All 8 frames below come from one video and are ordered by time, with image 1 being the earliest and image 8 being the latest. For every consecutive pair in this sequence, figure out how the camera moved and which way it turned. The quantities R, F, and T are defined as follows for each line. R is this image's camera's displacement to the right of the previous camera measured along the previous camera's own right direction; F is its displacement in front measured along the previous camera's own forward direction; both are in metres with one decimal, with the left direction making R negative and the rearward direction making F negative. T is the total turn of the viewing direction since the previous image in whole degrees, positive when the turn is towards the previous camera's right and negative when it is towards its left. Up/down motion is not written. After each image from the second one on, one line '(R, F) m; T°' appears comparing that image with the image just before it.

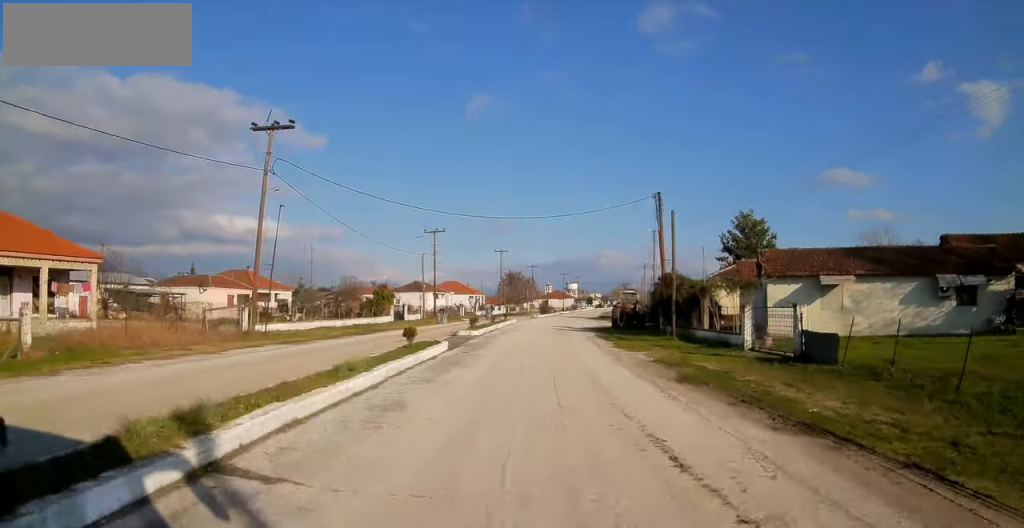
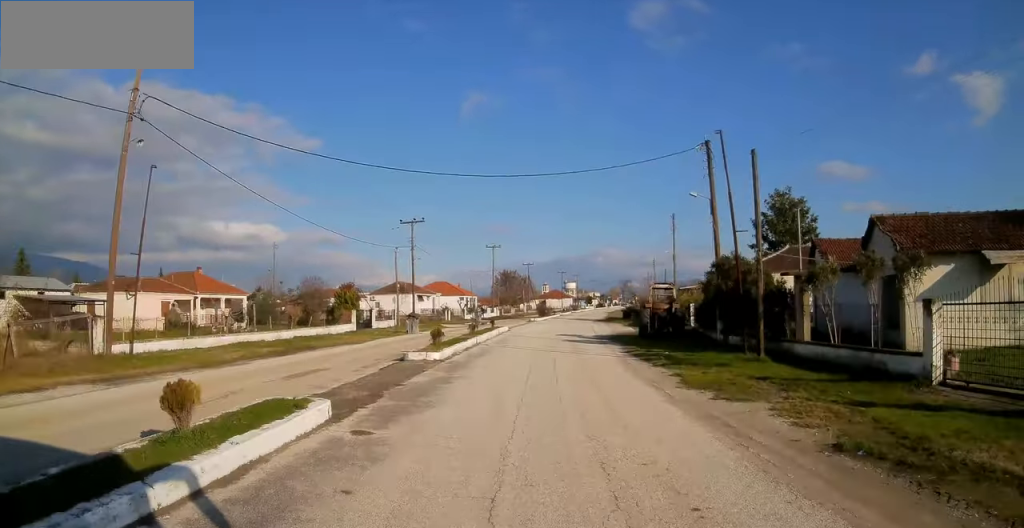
(+0.2, +11.4) m; +2°
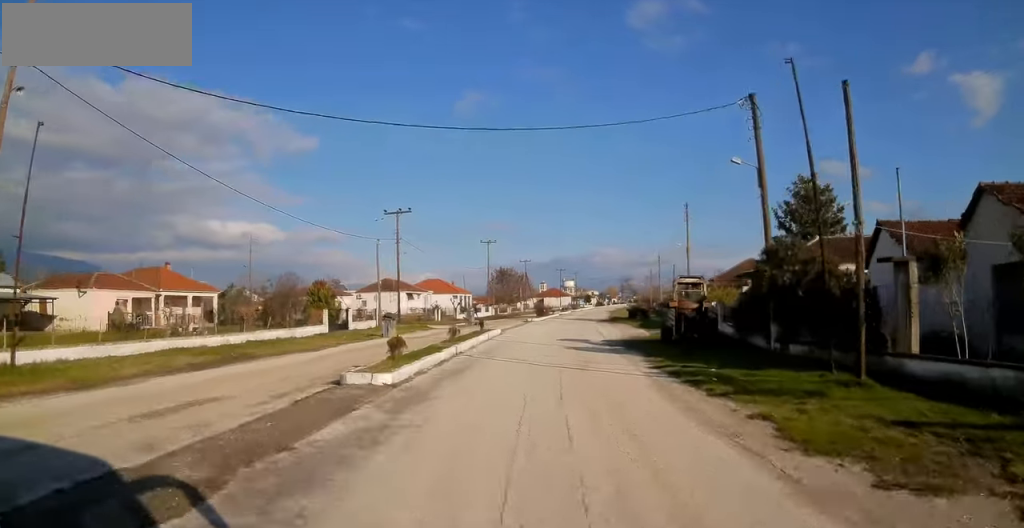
(0.0, +5.9) m; +1°
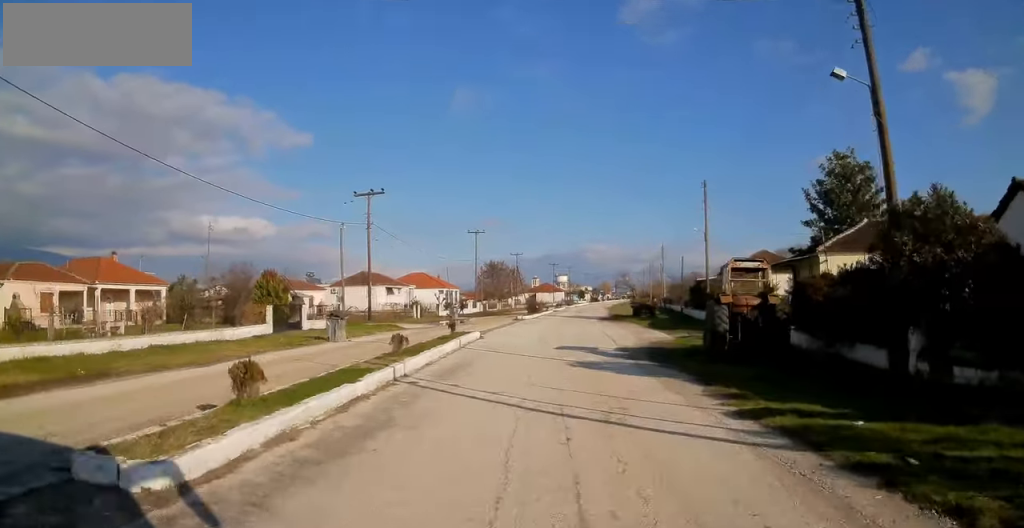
(0.0, +7.7) m; +2°
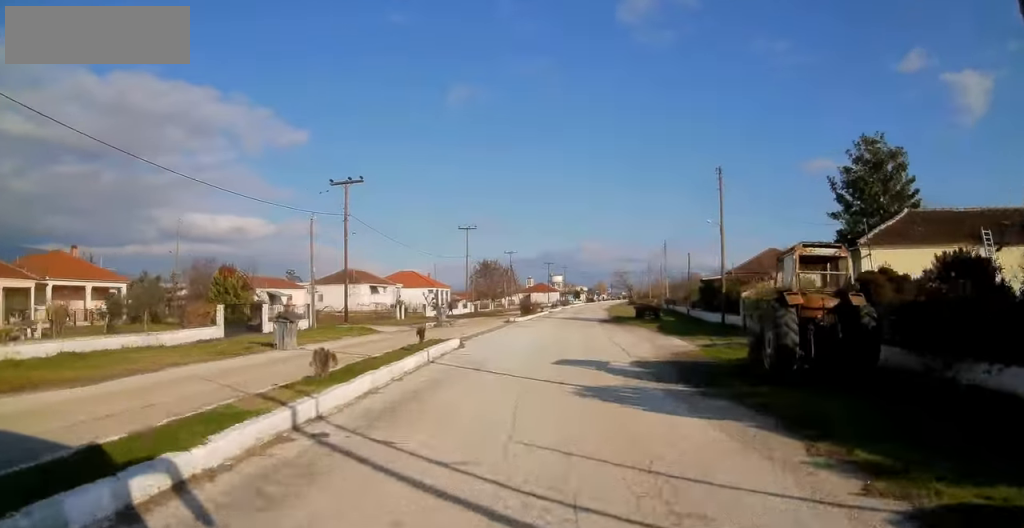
(+0.1, +4.8) m; +1°
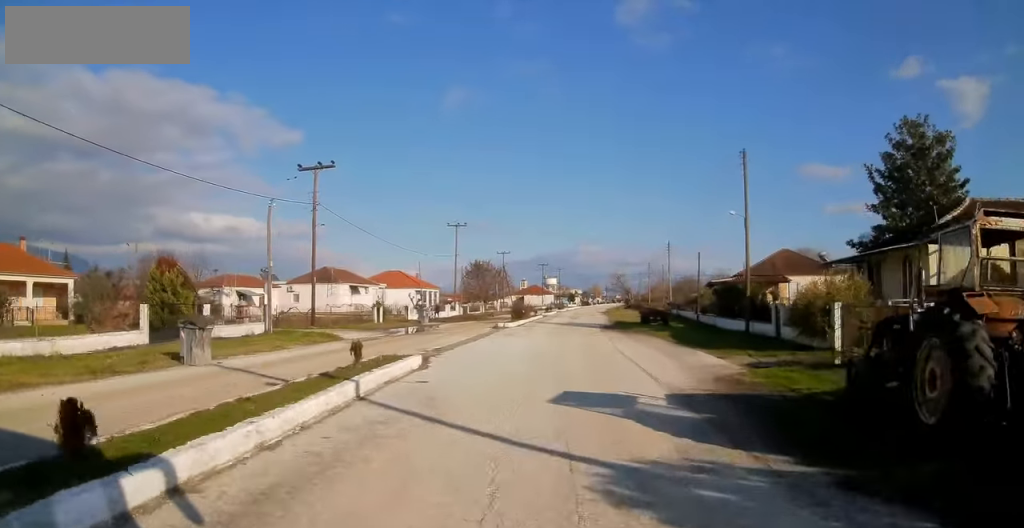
(+0.1, +5.5) m; +1°
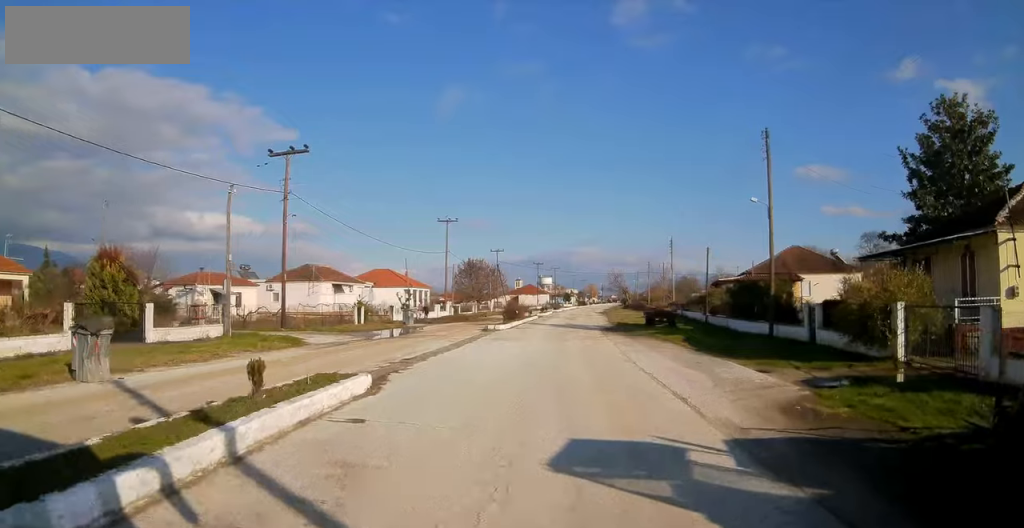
(0.0, +4.0) m; 0°
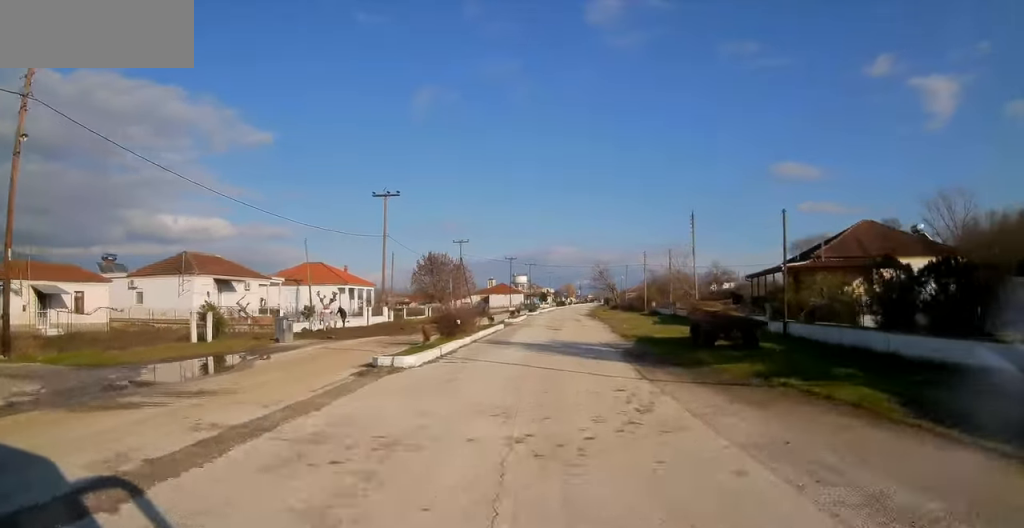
(+0.1, +18.9) m; +2°
